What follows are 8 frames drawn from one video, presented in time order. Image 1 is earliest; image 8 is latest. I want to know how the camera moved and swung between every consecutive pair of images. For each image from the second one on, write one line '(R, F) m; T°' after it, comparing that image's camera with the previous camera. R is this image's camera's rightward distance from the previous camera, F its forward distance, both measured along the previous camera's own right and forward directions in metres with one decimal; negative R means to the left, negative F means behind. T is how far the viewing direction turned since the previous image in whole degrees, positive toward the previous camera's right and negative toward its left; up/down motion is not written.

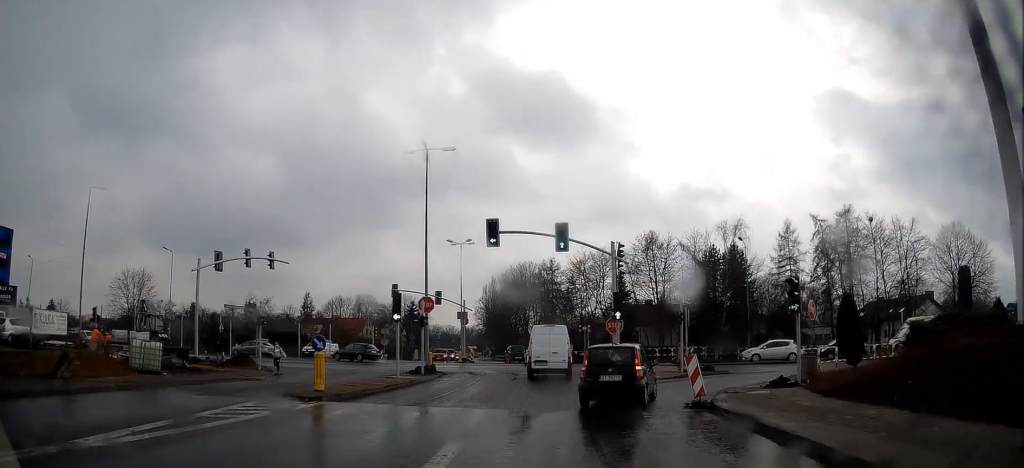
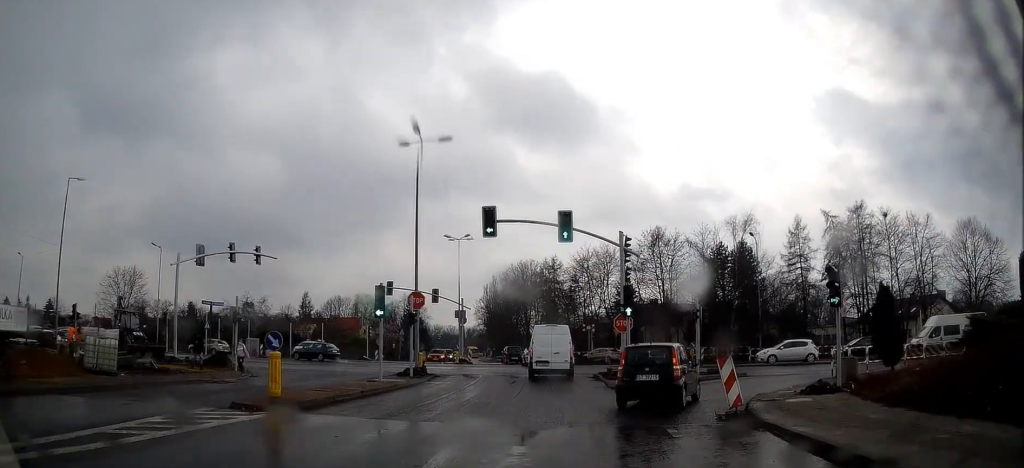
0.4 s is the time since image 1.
(0.0, +2.2) m; -1°
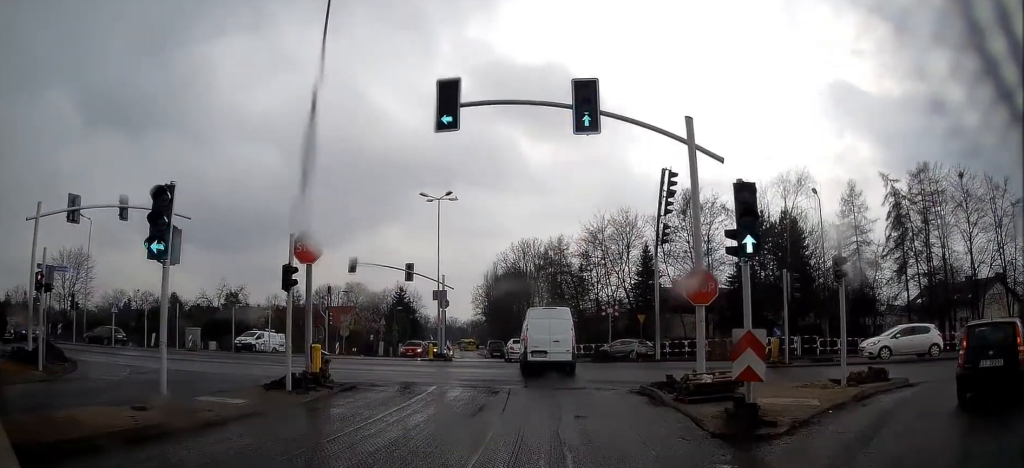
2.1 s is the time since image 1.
(-0.3, +11.2) m; -2°
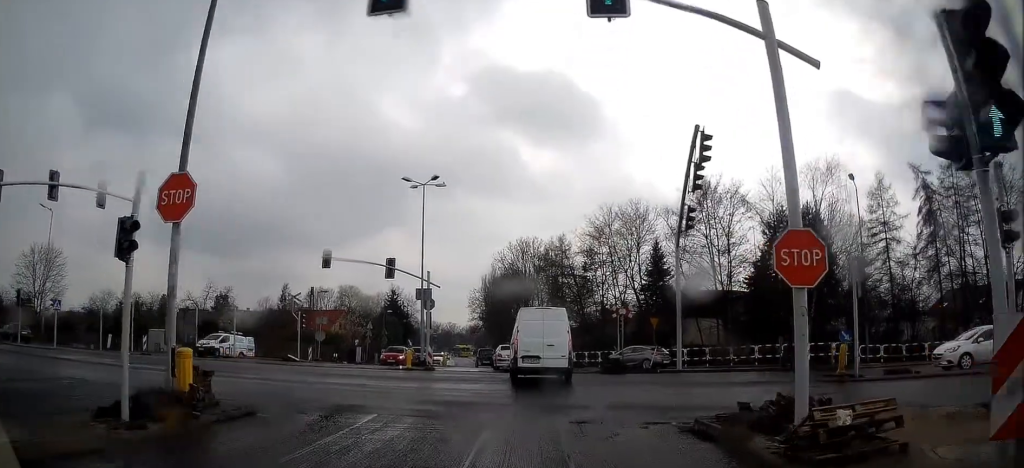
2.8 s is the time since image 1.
(+0.1, +5.5) m; 0°
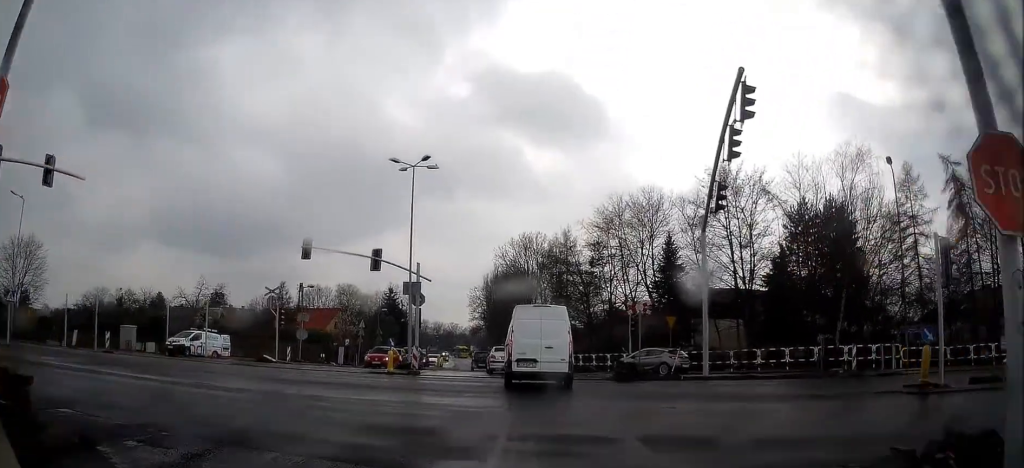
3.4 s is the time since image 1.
(0.0, +4.2) m; 0°
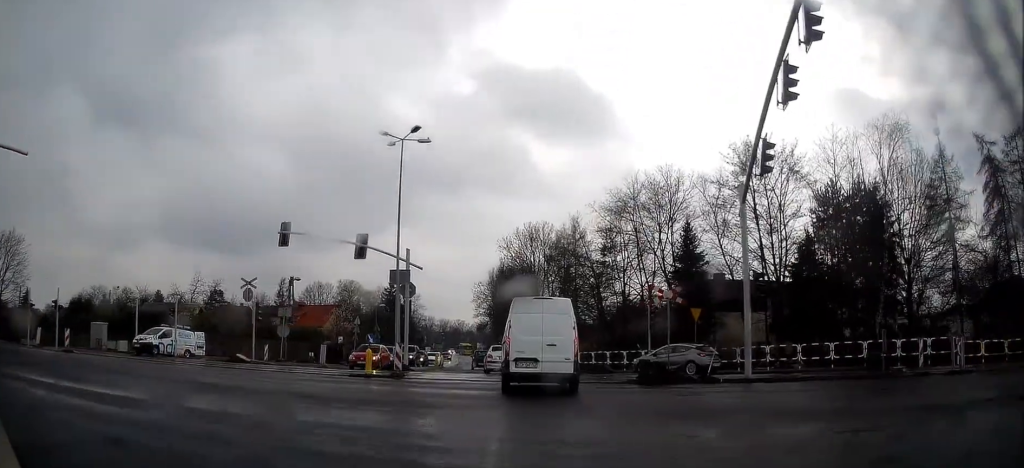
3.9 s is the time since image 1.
(0.0, +4.4) m; -1°
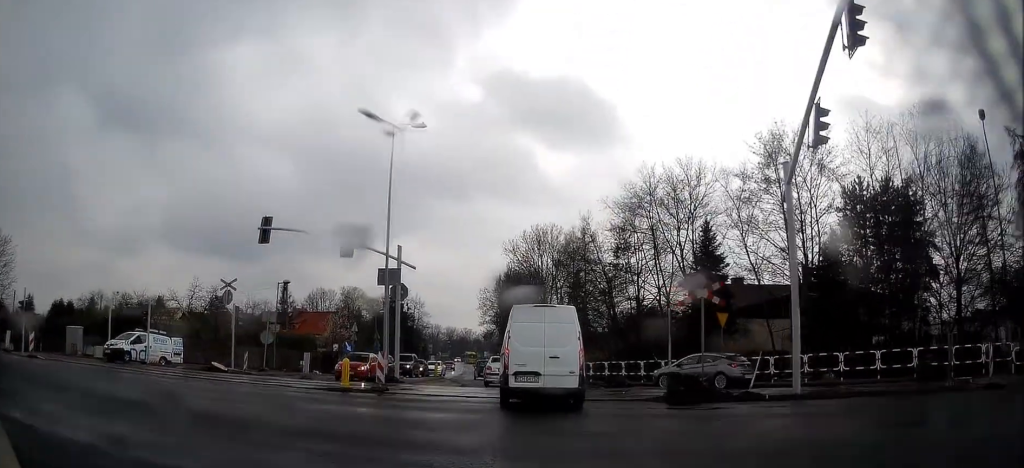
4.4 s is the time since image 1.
(0.0, +3.8) m; -1°
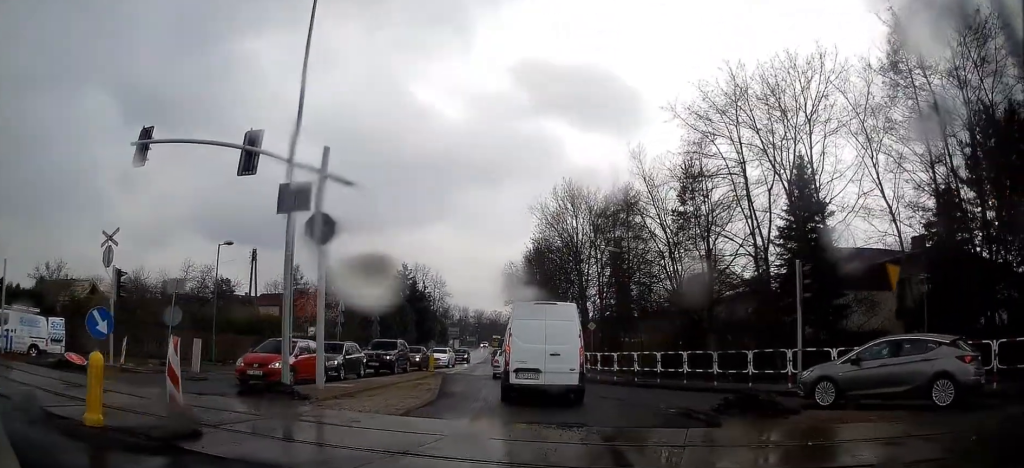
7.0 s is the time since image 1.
(-0.2, +15.8) m; -1°
